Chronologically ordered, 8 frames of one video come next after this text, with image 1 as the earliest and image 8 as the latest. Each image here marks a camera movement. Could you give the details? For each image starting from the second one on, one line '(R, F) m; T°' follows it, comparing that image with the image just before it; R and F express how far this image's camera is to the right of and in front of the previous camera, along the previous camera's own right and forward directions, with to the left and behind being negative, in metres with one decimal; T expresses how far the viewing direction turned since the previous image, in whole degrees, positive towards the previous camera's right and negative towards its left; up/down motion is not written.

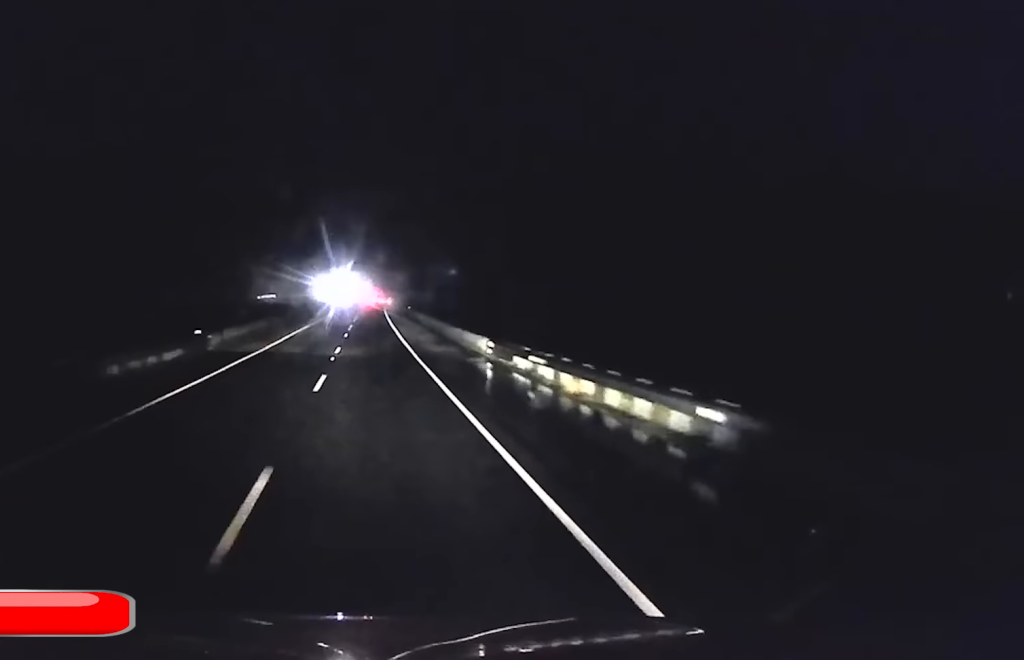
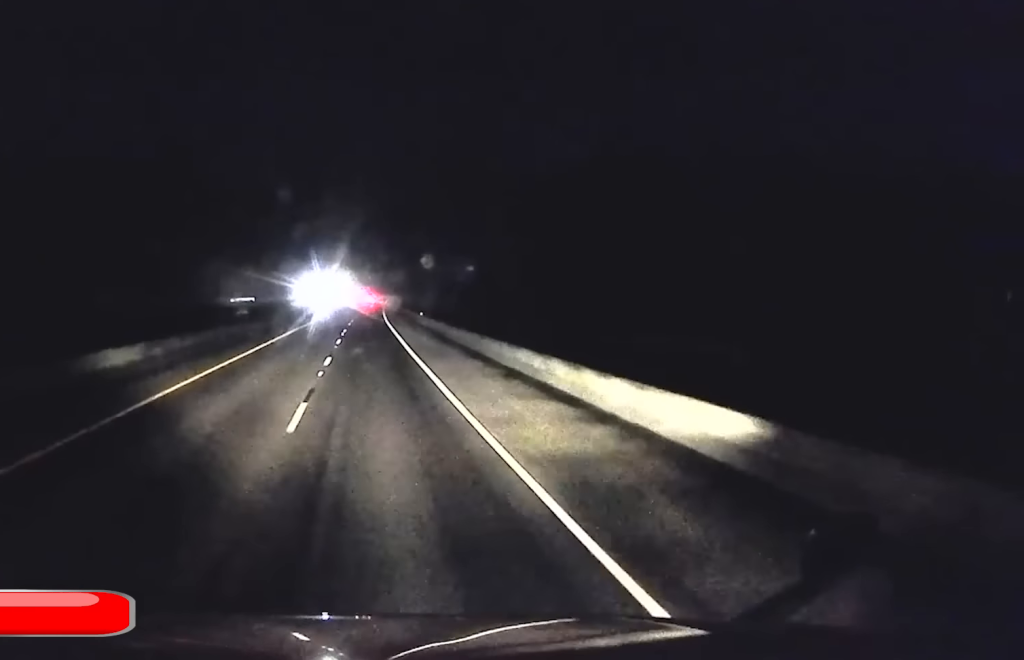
(+0.1, +26.9) m; +1°
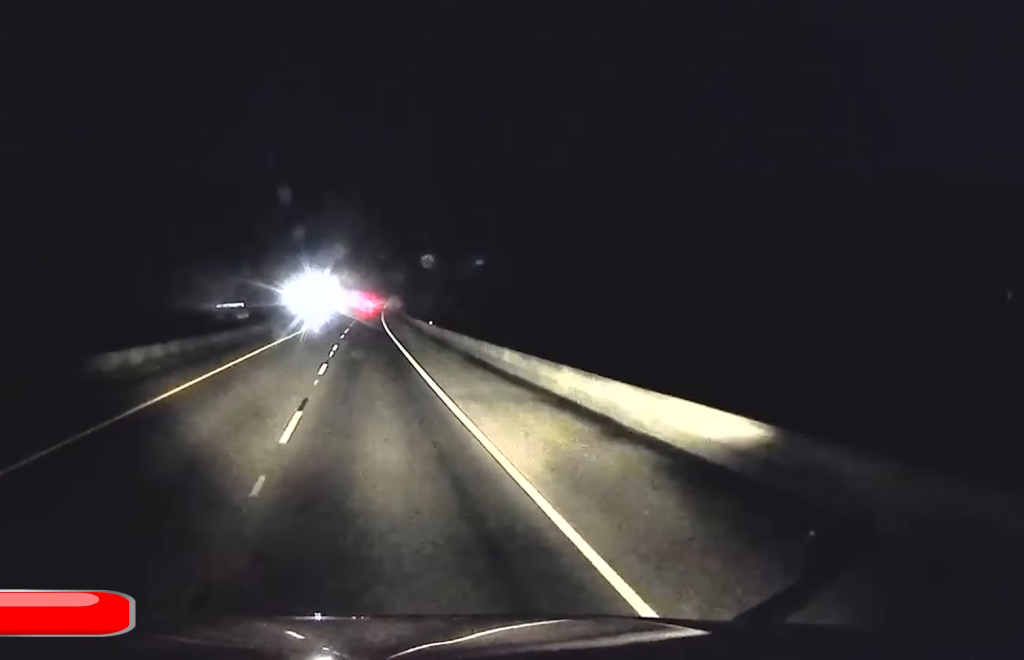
(+0.1, +10.2) m; +1°
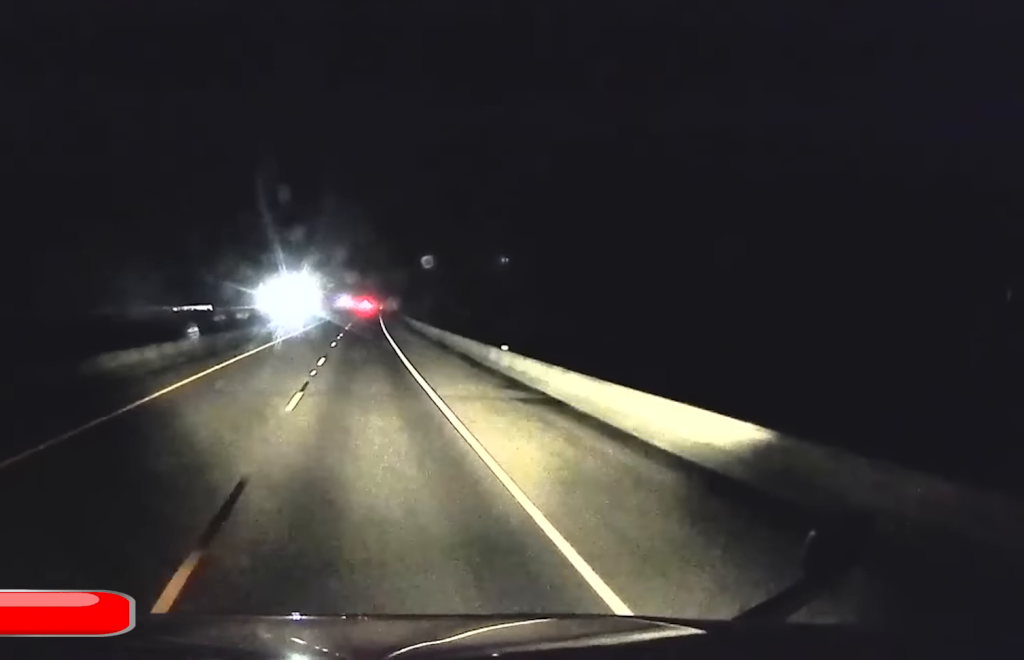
(+0.2, +24.6) m; +1°
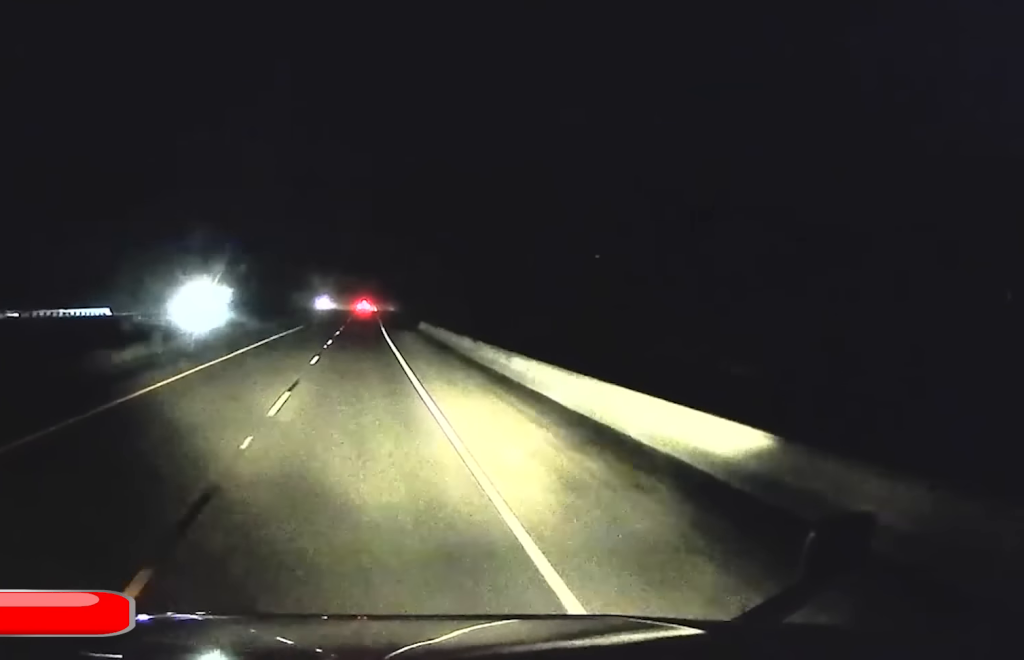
(+0.3, +50.0) m; +1°
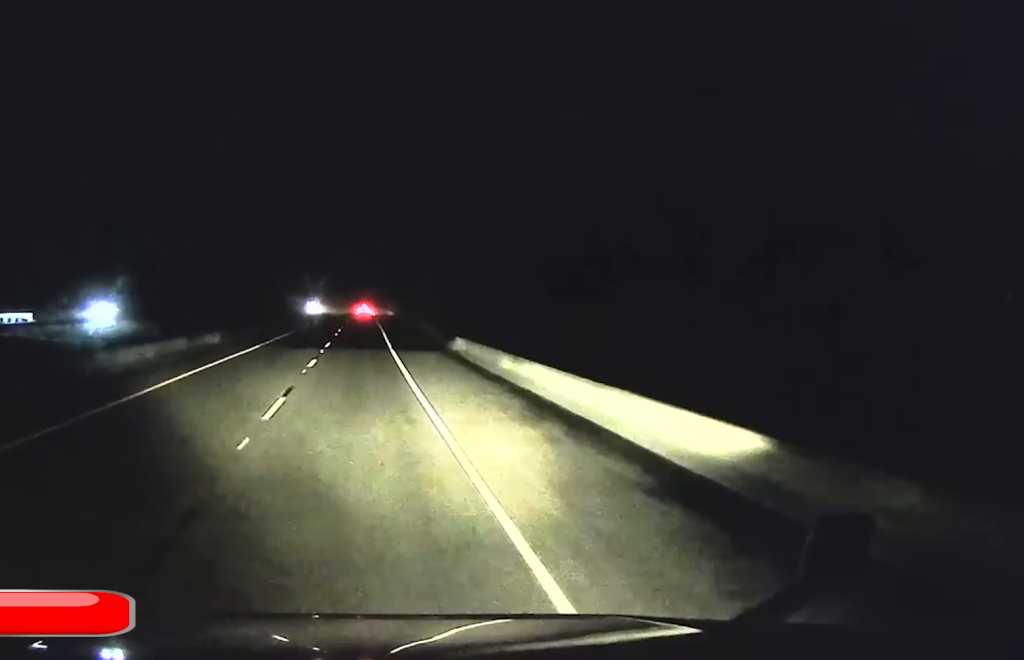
(+0.2, +22.4) m; 0°
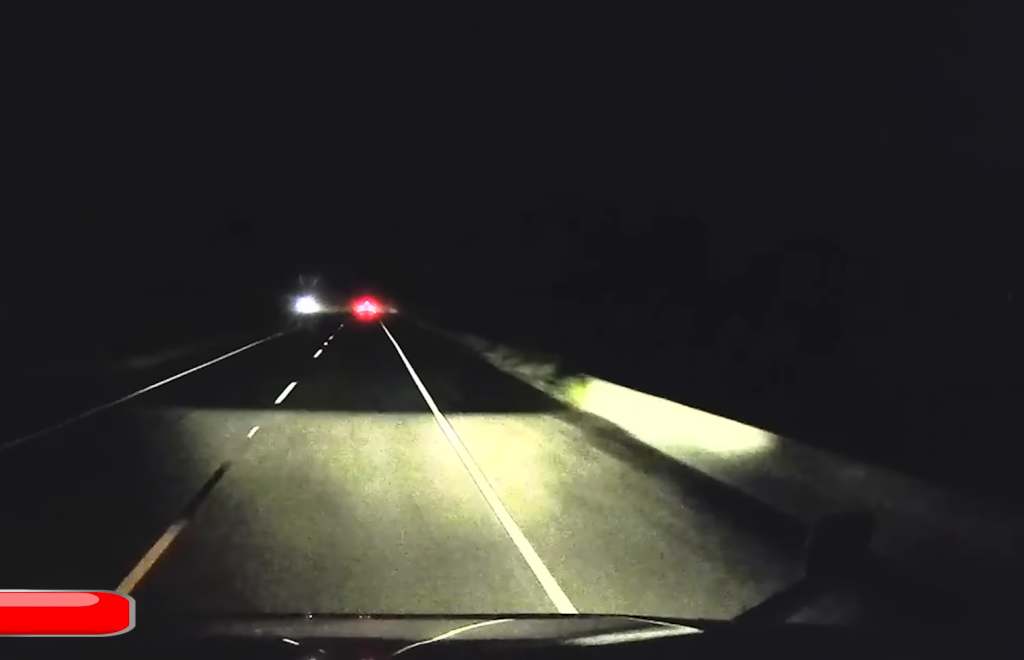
(+0.1, +21.2) m; 0°
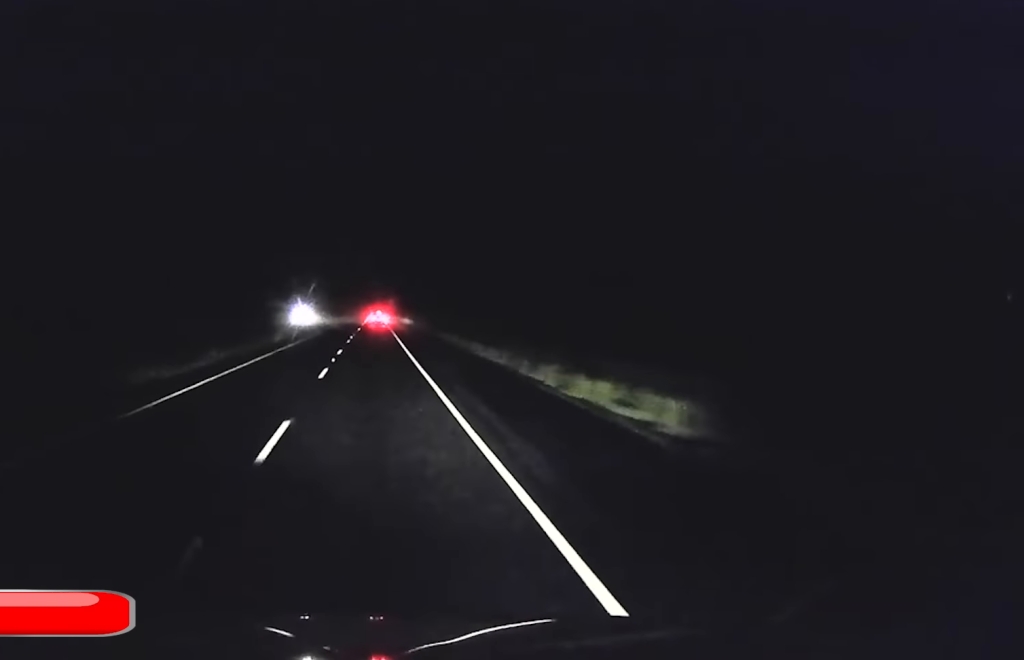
(0.0, +29.2) m; 0°
